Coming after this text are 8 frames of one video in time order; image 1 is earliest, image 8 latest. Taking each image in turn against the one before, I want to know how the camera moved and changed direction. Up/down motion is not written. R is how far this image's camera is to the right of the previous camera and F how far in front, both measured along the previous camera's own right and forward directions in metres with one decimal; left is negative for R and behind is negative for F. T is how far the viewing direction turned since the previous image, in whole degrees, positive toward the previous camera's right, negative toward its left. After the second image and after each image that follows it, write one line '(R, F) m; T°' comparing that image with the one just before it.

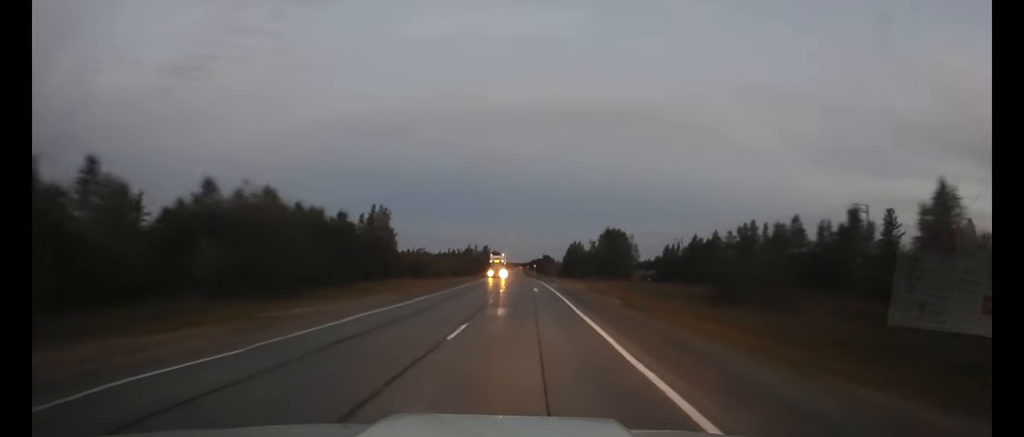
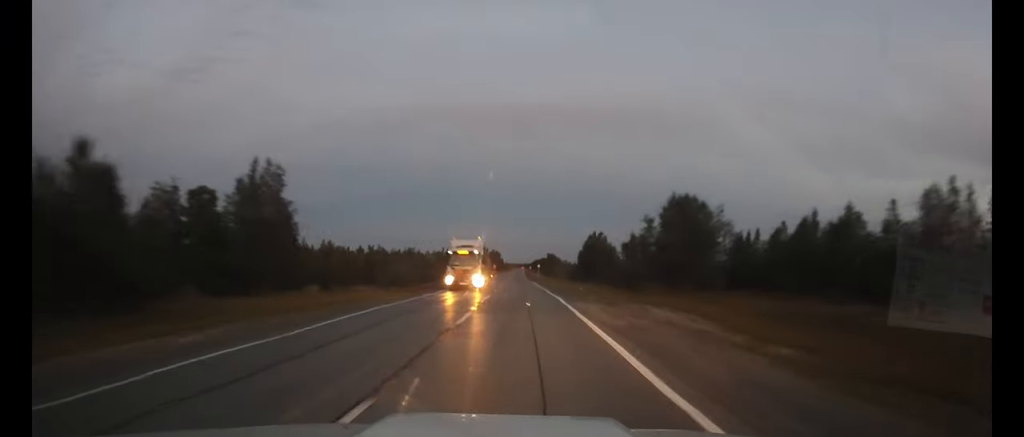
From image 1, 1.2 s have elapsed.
(0.0, +33.9) m; 0°
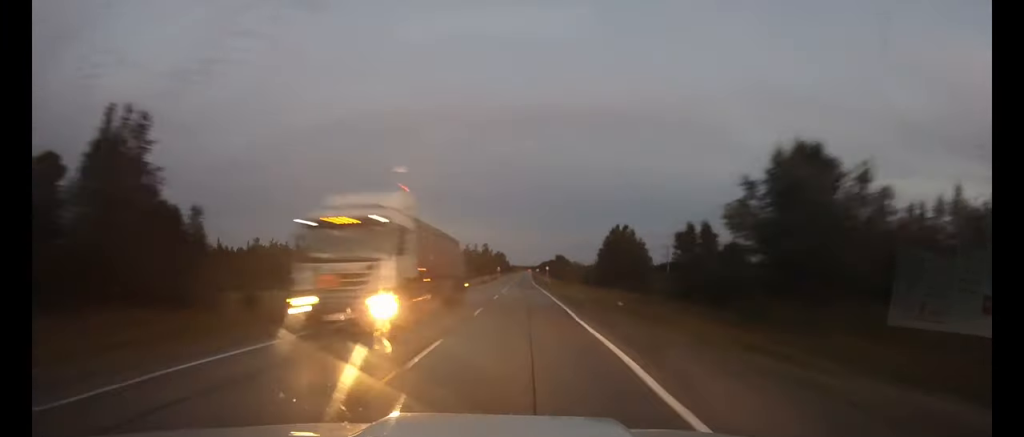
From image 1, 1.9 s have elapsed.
(0.0, +18.0) m; 0°
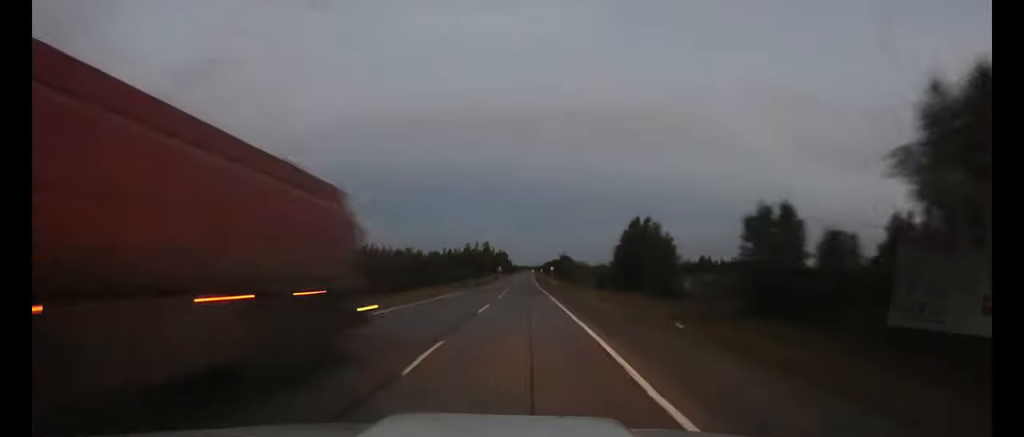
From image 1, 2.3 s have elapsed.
(0.0, +11.6) m; 0°
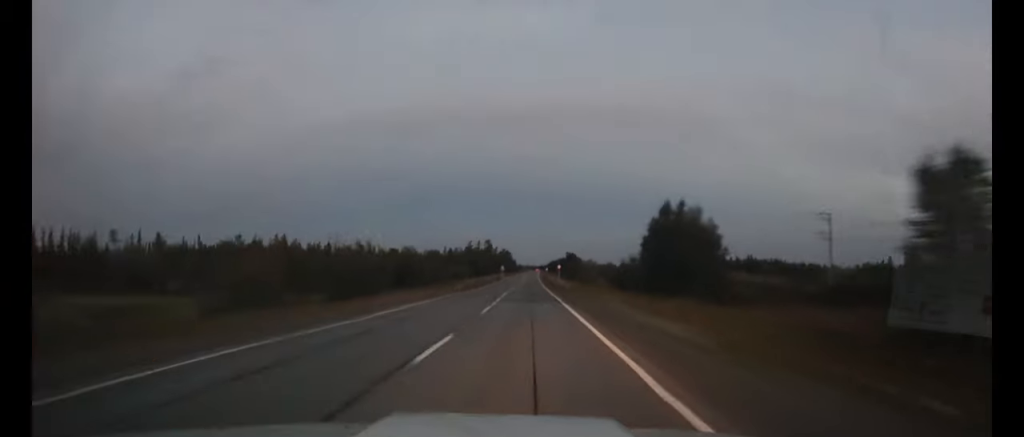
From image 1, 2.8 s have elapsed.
(0.0, +12.5) m; 0°
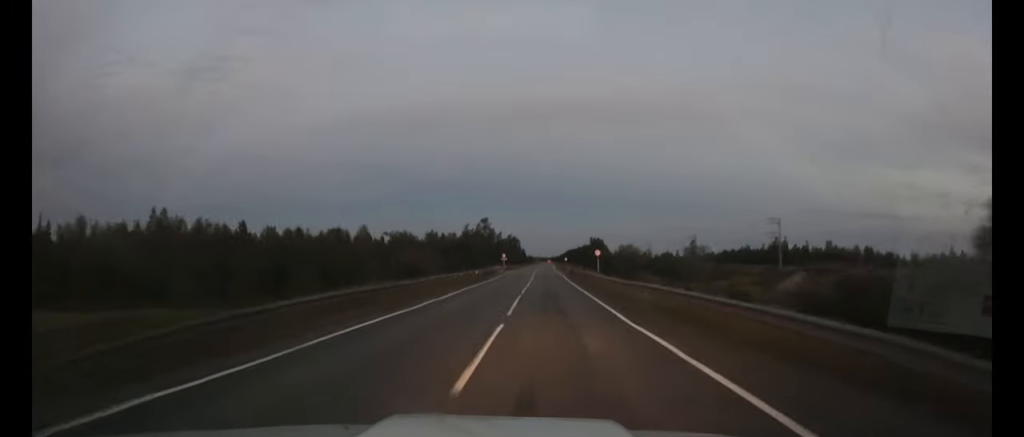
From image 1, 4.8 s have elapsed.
(-0.7, +51.9) m; -2°
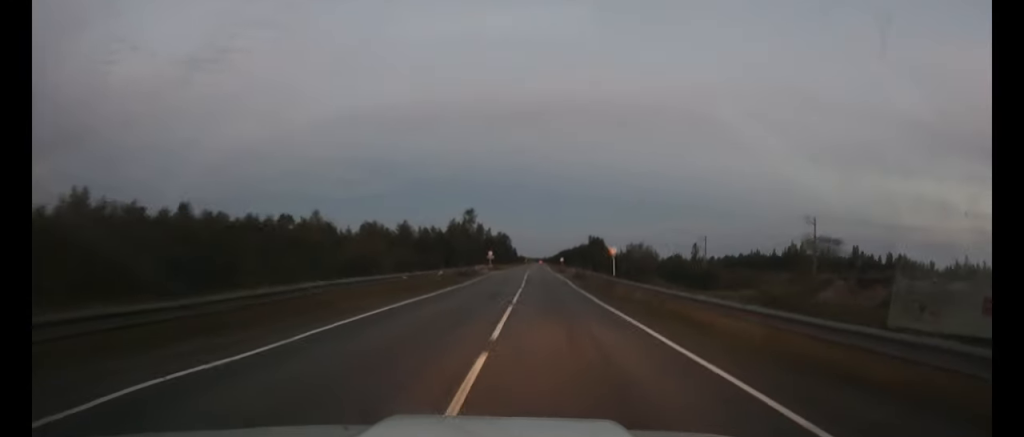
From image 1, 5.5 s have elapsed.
(-0.1, +18.3) m; 0°
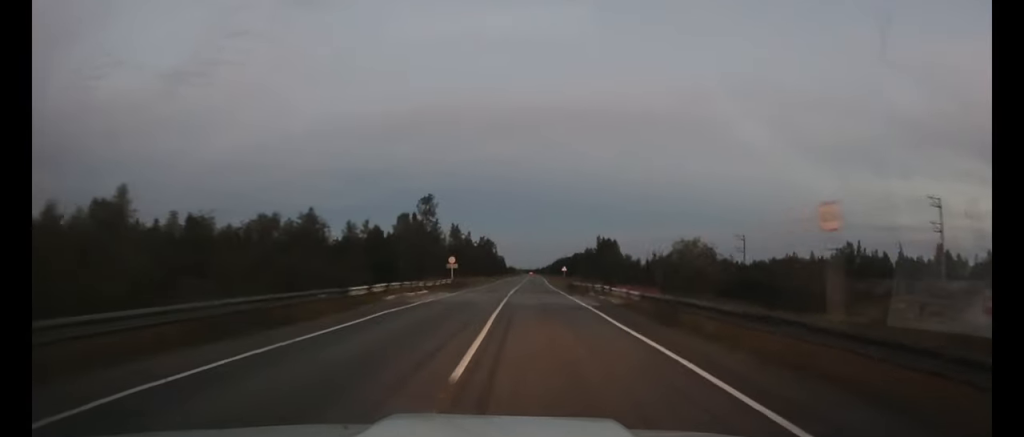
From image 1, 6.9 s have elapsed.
(+0.2, +38.0) m; +1°
